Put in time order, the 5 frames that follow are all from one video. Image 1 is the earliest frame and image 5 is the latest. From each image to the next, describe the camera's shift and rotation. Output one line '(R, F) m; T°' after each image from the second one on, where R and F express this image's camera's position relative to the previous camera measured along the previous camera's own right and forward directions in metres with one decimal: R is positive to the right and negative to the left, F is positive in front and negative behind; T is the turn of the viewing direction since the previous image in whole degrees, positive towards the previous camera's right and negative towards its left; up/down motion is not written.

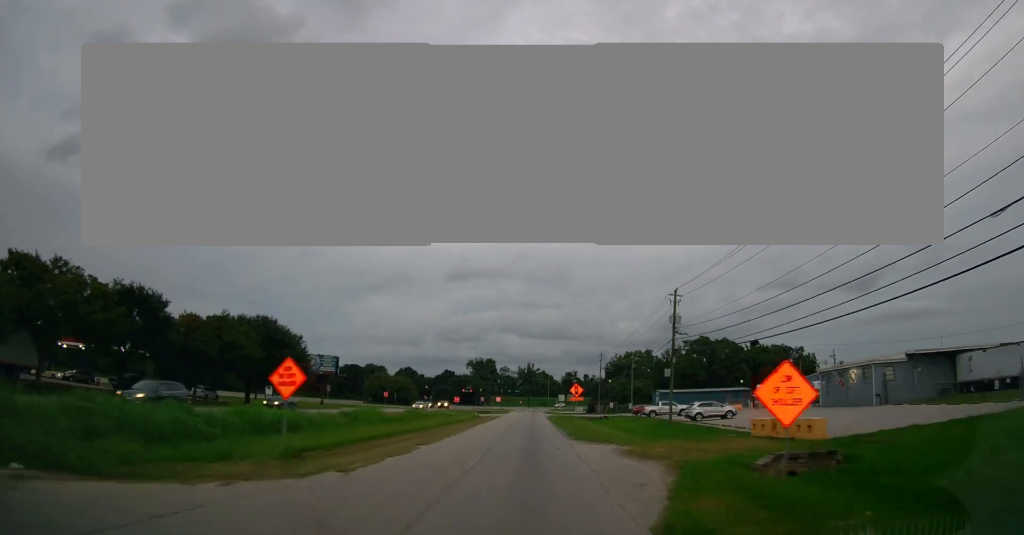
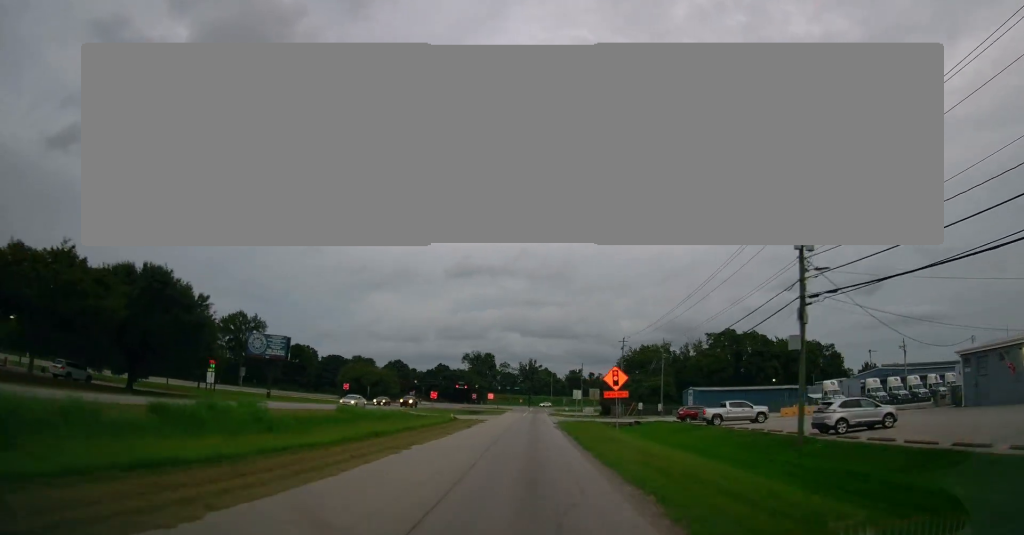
(-0.2, +24.3) m; -1°
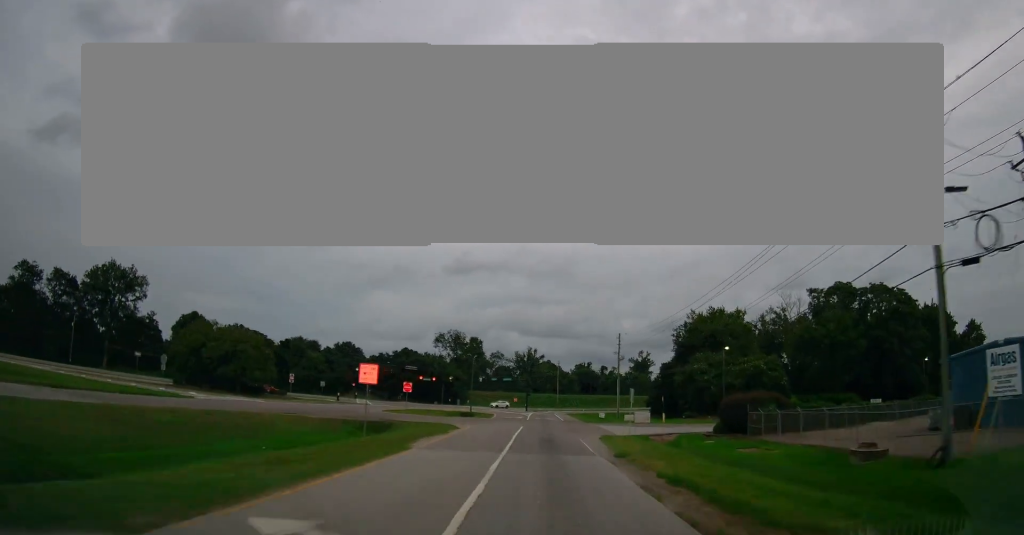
(-0.3, +68.4) m; 0°
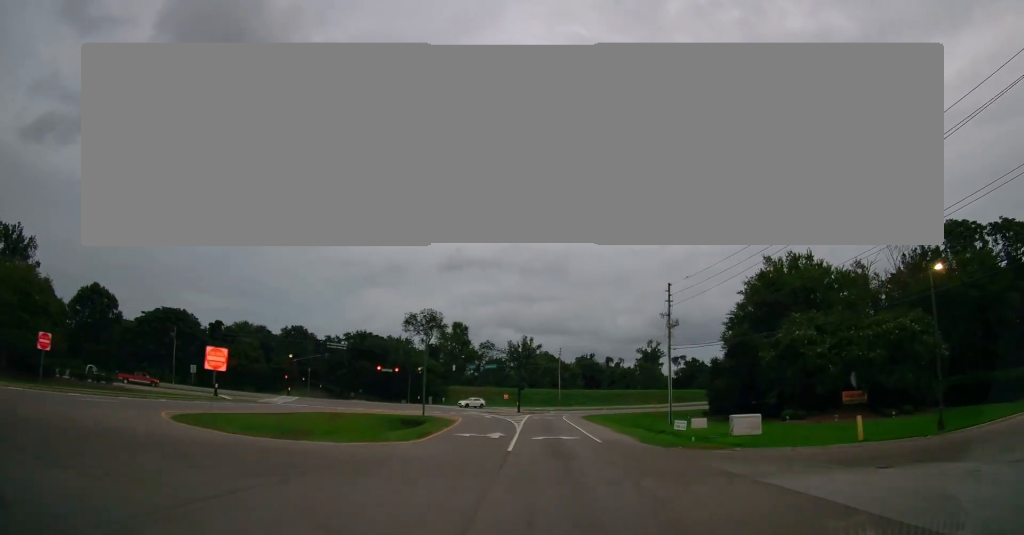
(0.0, +37.2) m; 0°
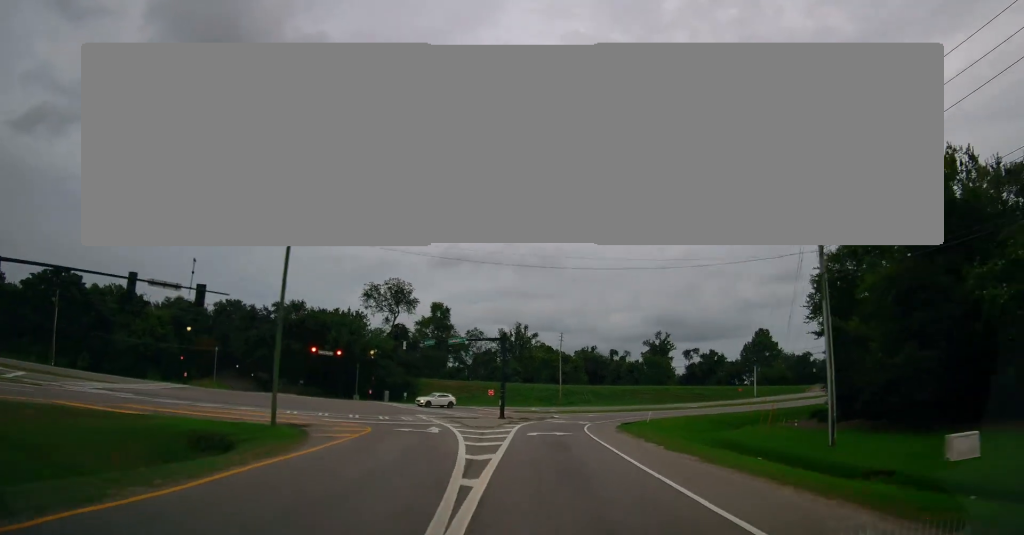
(+0.3, +31.5) m; +1°
